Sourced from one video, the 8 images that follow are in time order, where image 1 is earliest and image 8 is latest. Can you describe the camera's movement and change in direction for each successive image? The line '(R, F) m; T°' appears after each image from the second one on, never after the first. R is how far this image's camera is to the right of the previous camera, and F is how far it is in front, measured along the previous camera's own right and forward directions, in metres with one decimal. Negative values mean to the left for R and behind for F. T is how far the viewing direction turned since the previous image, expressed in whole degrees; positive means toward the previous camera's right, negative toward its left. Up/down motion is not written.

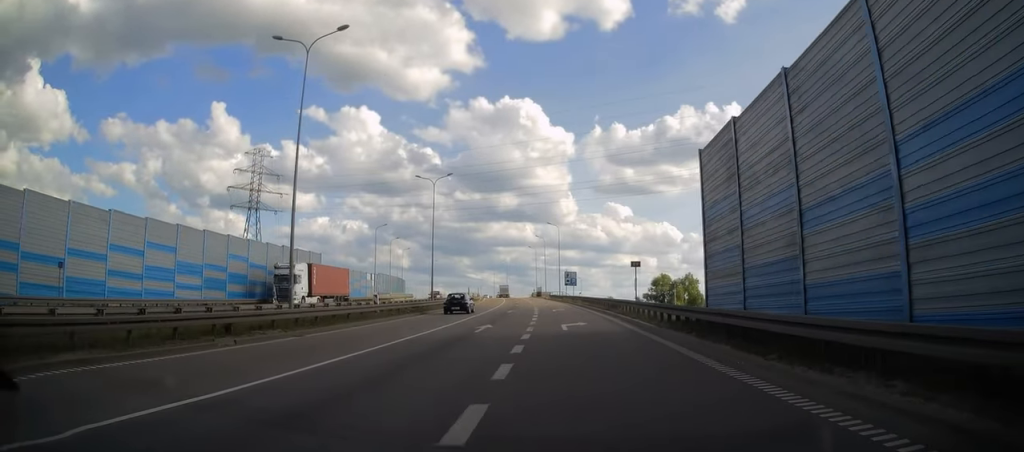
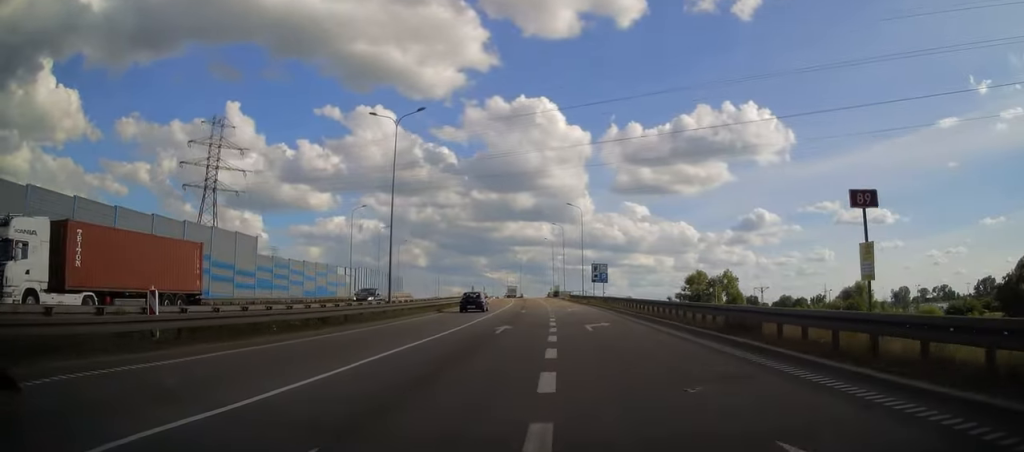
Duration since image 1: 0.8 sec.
(0.0, +21.5) m; -1°
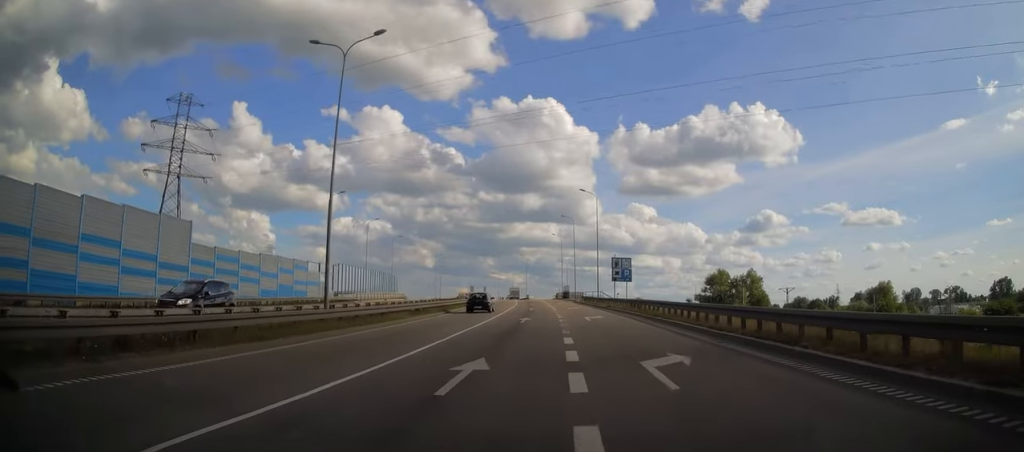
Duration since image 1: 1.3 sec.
(0.0, +12.2) m; -1°
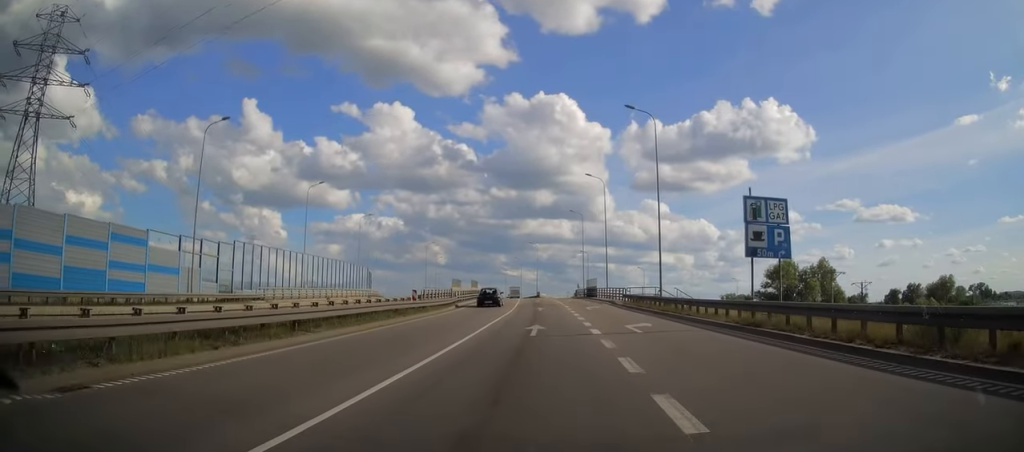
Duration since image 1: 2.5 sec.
(-0.7, +30.3) m; -2°
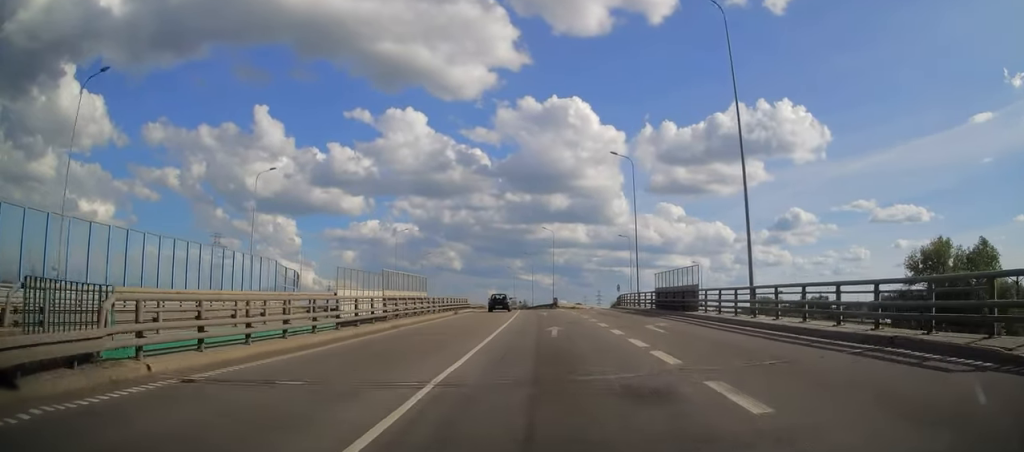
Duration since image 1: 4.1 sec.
(-0.6, +39.9) m; -2°
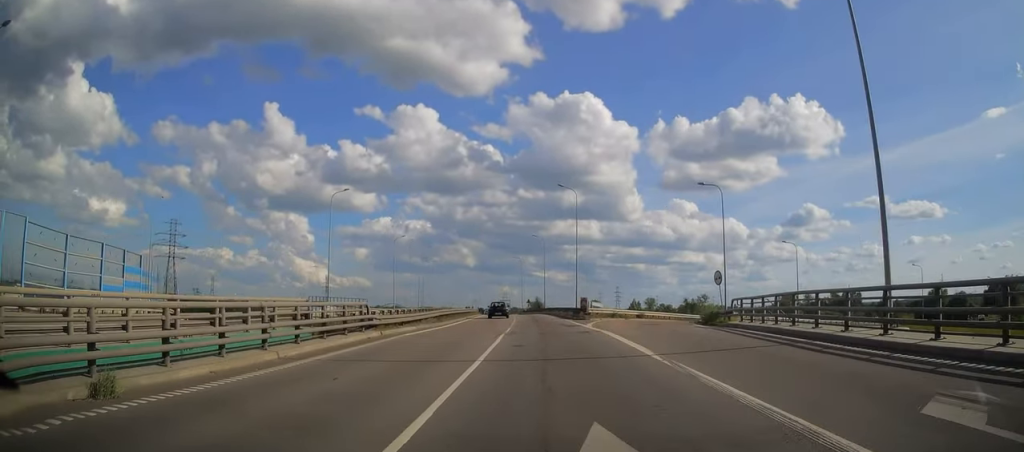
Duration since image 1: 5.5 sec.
(-0.5, +35.6) m; -2°
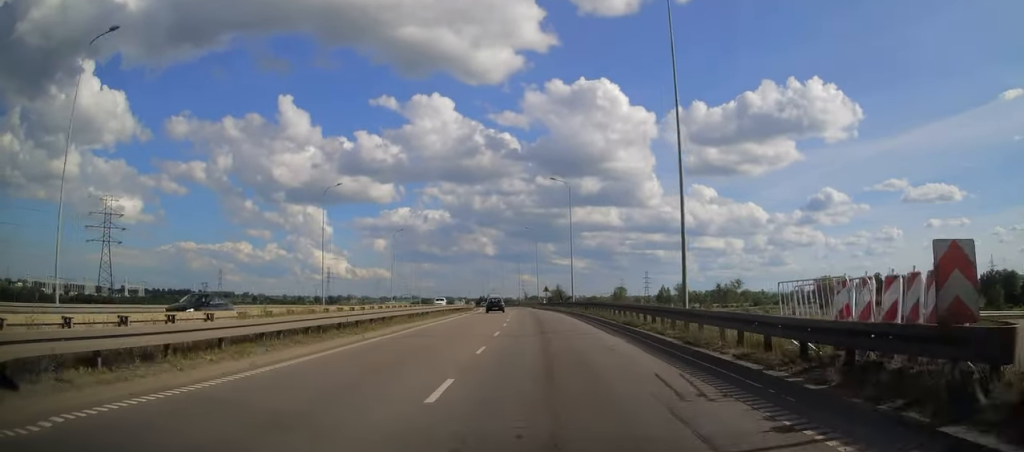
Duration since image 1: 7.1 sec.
(-0.4, +39.8) m; -2°
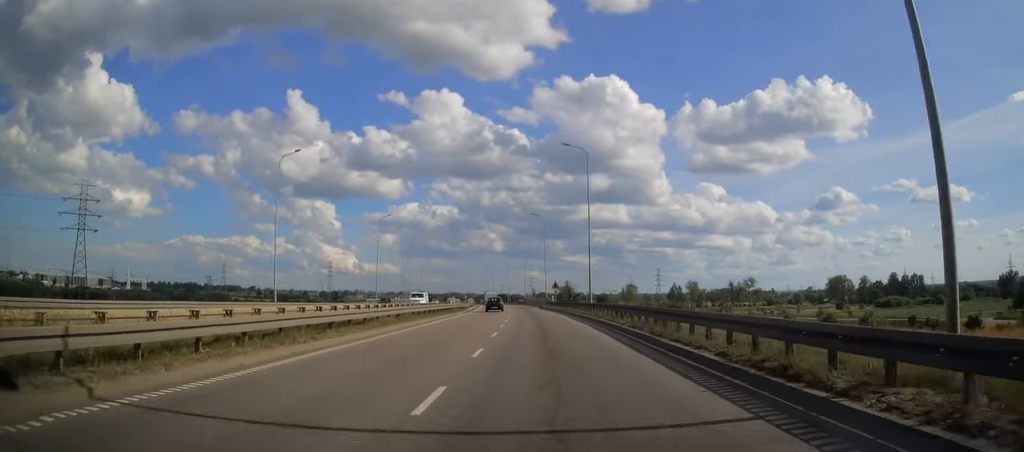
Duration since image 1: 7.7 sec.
(-0.1, +12.9) m; -1°
